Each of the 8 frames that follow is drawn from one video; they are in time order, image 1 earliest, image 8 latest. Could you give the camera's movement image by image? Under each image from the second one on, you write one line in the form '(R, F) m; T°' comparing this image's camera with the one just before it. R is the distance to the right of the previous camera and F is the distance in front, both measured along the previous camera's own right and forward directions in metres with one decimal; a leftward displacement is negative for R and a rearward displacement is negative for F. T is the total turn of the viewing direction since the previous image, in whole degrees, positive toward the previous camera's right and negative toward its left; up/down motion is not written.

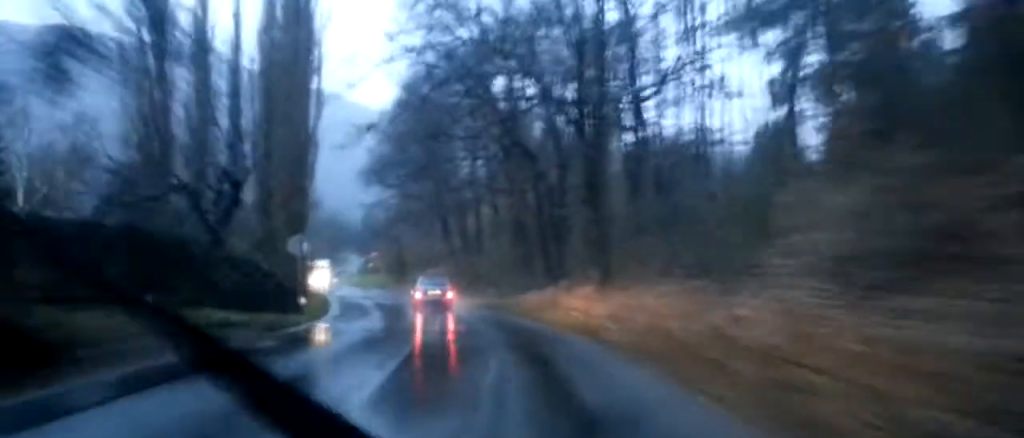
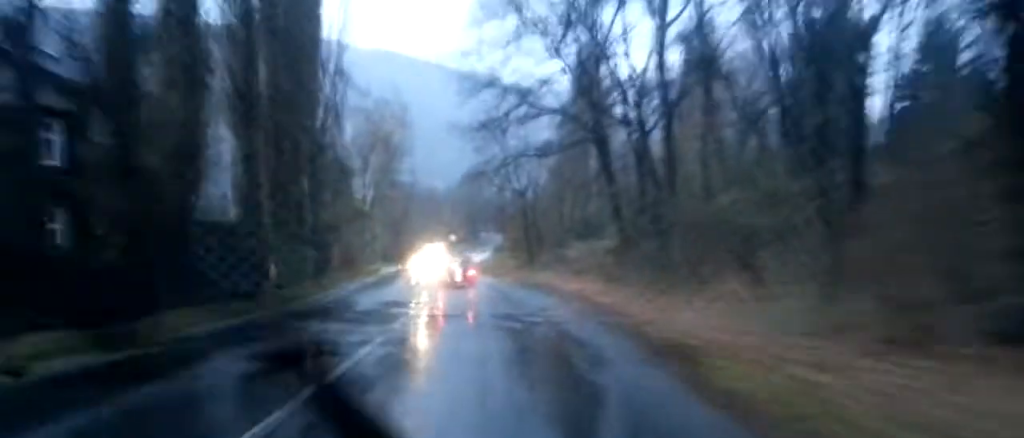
(-4.2, +37.3) m; -13°
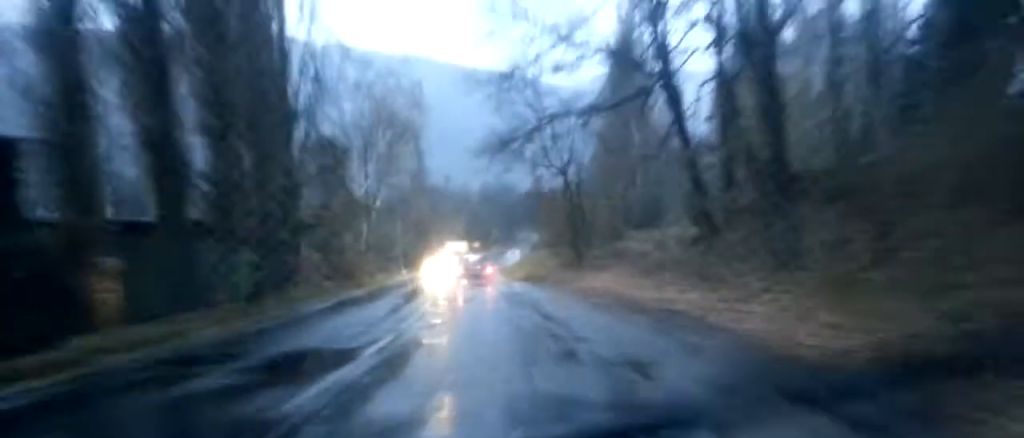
(-0.4, +12.0) m; -4°
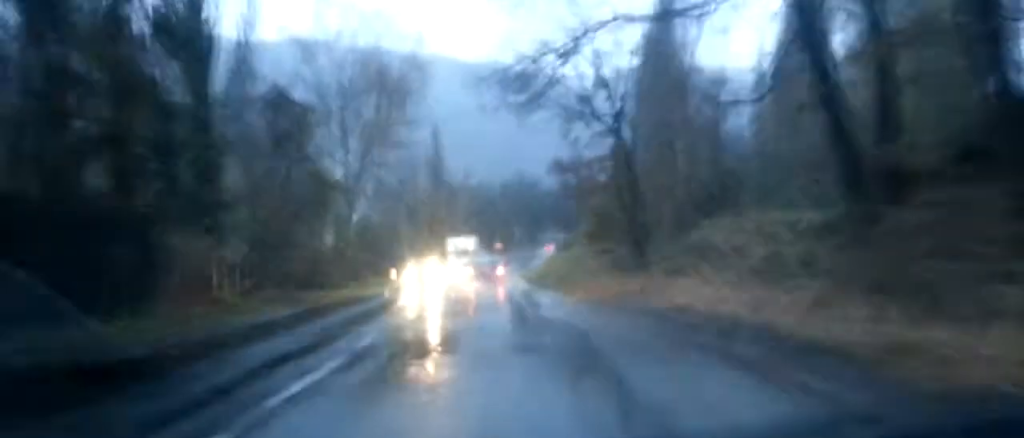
(-0.9, +12.4) m; -3°
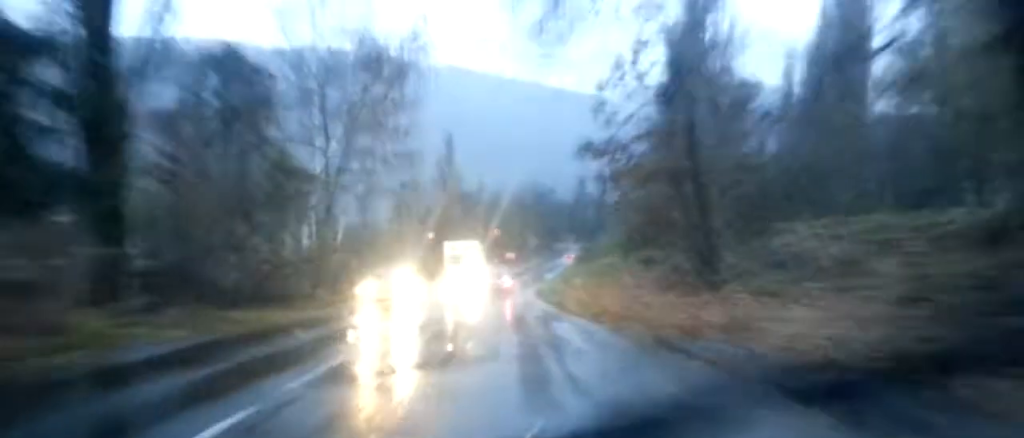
(+0.3, +7.5) m; 0°
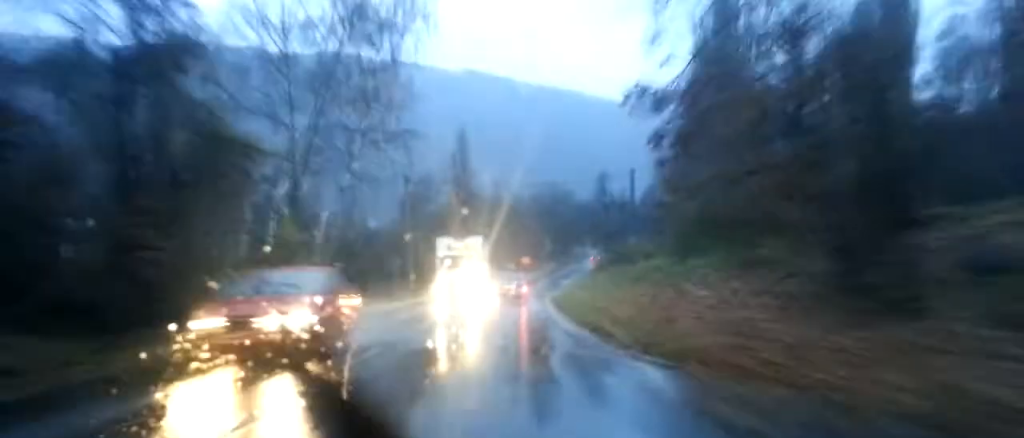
(+0.2, +7.5) m; 0°
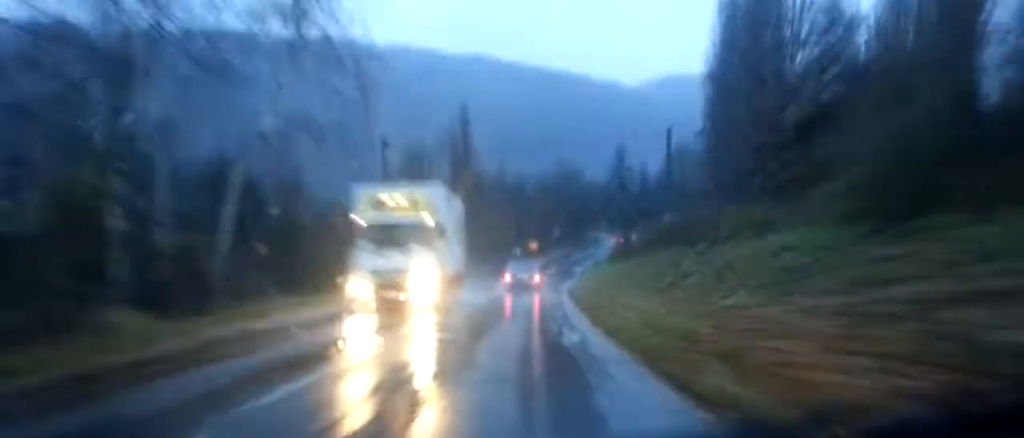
(-0.4, +12.1) m; -1°
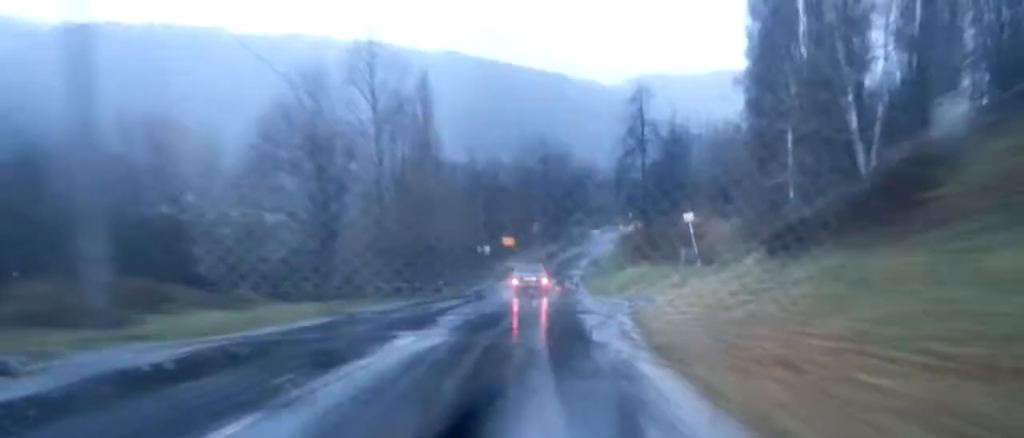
(-0.1, +33.0) m; +1°
